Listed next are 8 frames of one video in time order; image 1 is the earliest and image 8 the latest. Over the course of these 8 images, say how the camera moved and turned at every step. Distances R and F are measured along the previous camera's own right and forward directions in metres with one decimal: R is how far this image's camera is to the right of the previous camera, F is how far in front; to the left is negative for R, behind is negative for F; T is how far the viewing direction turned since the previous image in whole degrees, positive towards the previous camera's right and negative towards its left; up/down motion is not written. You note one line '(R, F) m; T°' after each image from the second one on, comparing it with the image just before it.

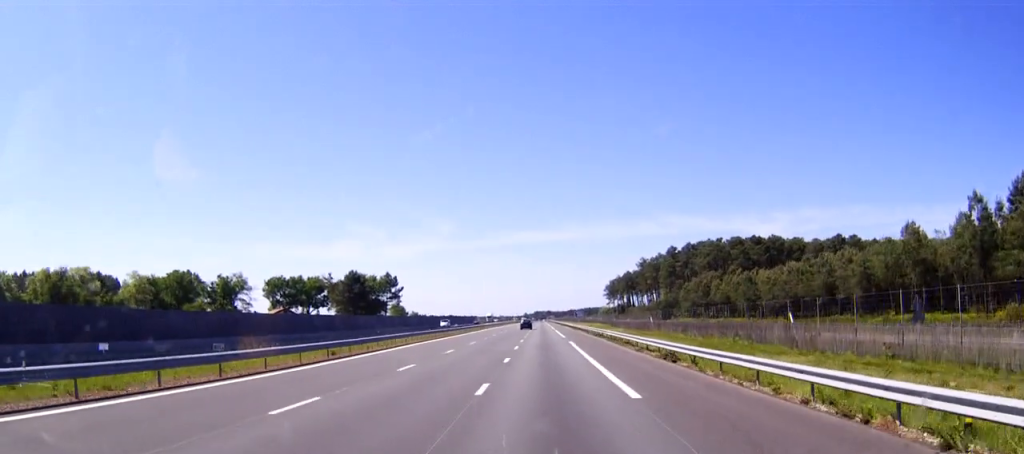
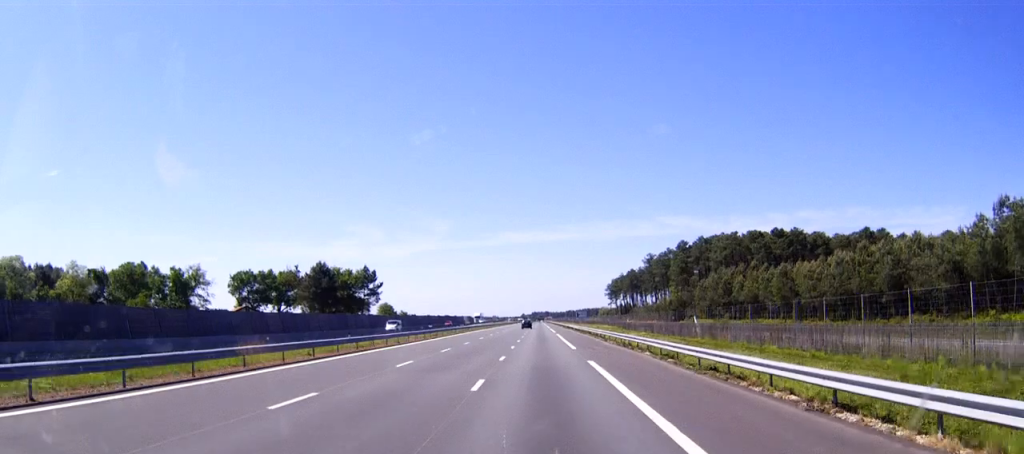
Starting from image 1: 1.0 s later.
(0.0, +25.5) m; 0°
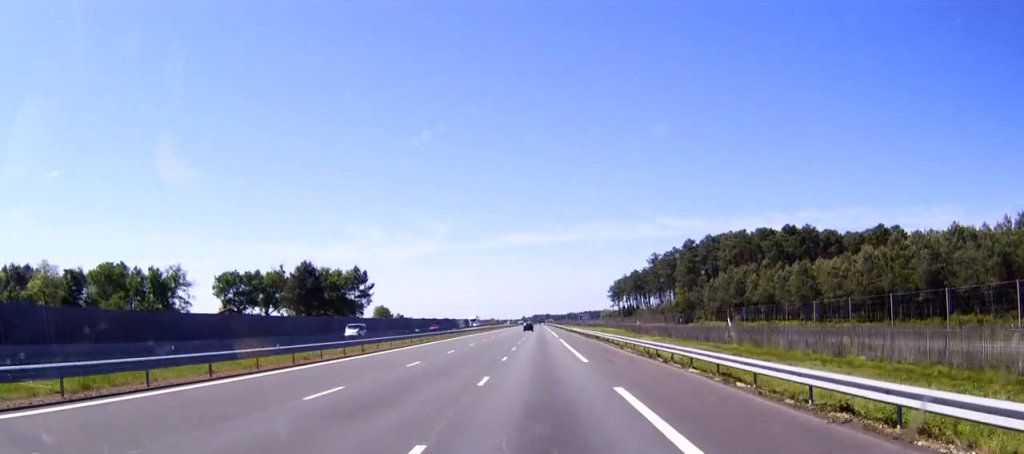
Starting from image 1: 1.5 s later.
(0.0, +10.7) m; 0°
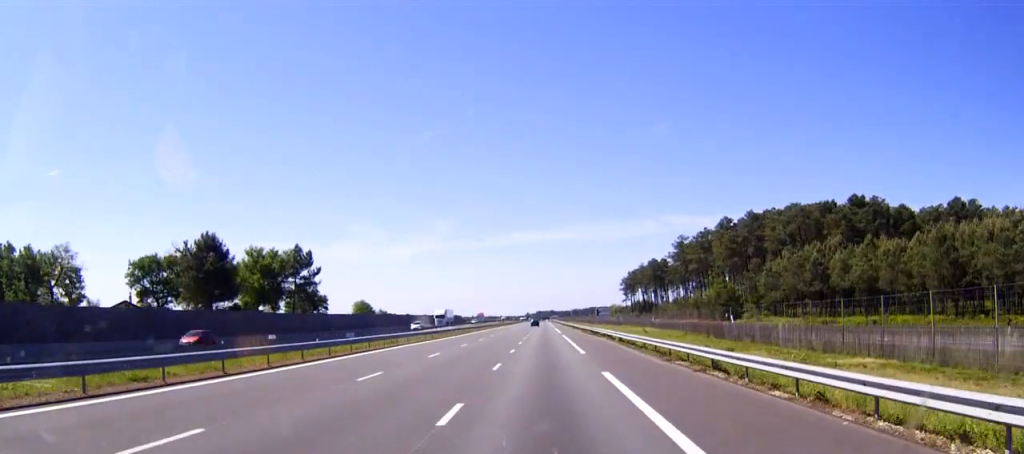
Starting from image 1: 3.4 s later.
(0.0, +46.8) m; 0°
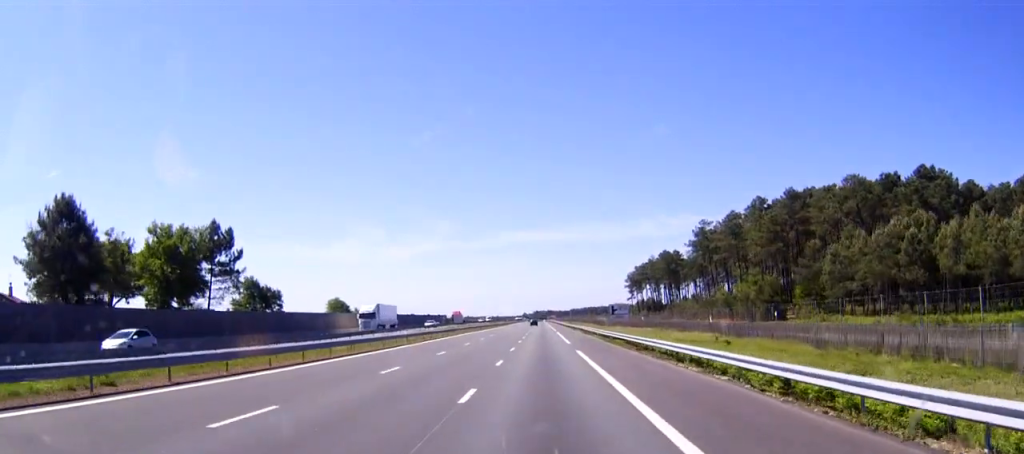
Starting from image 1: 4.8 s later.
(0.0, +35.5) m; 0°
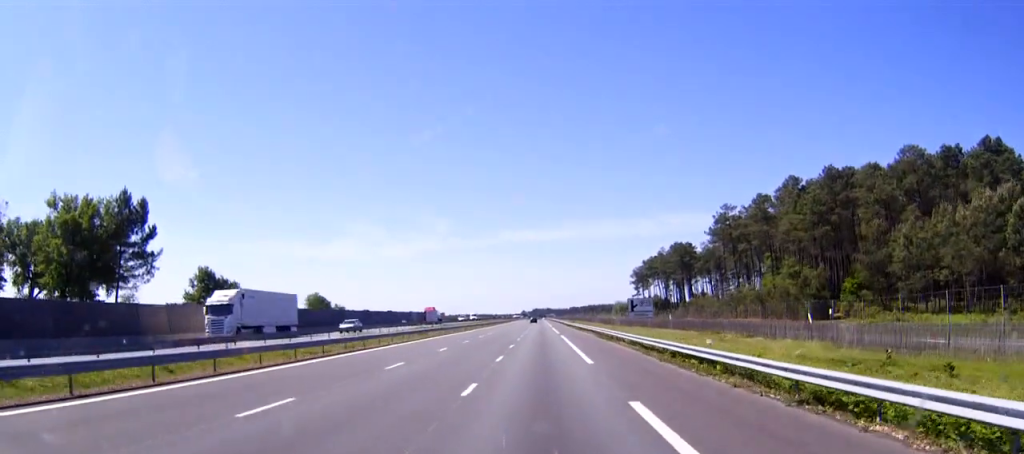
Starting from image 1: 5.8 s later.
(0.0, +24.8) m; 0°
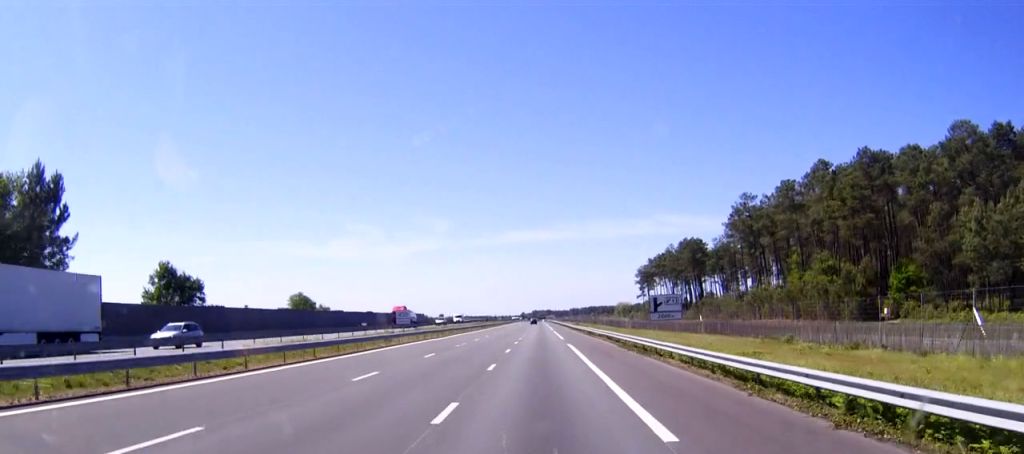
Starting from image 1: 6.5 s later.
(0.0, +17.3) m; 0°
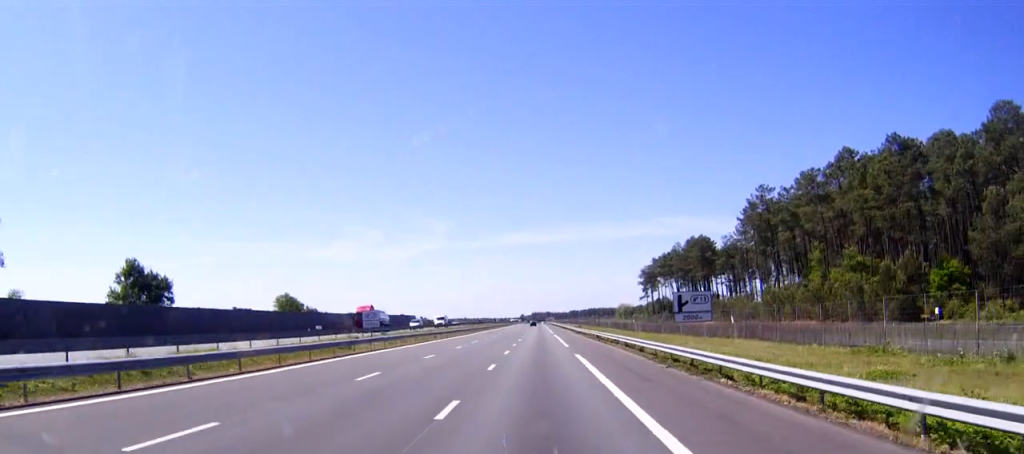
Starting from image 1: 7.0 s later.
(0.0, +12.3) m; 0°
